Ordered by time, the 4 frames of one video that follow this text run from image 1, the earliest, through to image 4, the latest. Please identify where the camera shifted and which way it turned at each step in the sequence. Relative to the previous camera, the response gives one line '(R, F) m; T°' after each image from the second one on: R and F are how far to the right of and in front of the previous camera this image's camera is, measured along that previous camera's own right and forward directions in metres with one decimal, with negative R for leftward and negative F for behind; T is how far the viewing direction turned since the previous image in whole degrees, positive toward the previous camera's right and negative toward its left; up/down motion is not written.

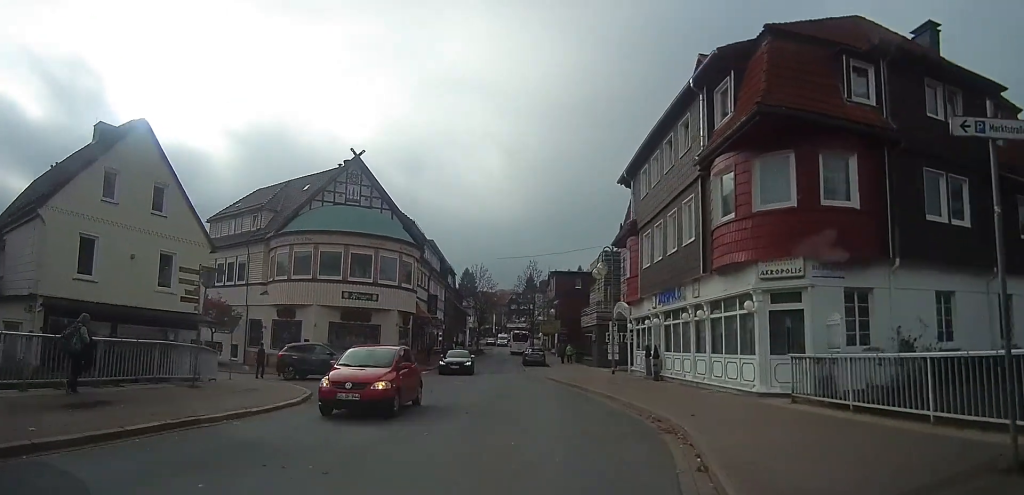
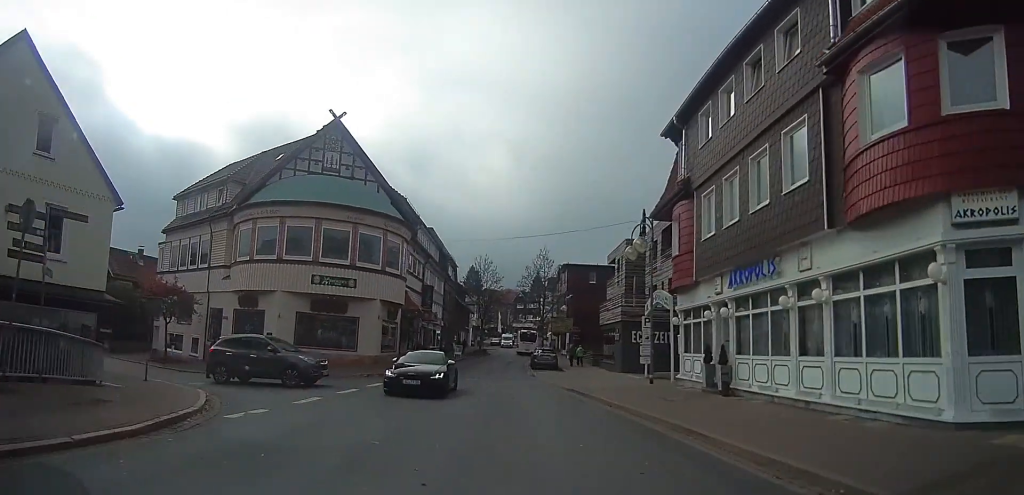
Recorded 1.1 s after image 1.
(-1.4, +6.2) m; -6°
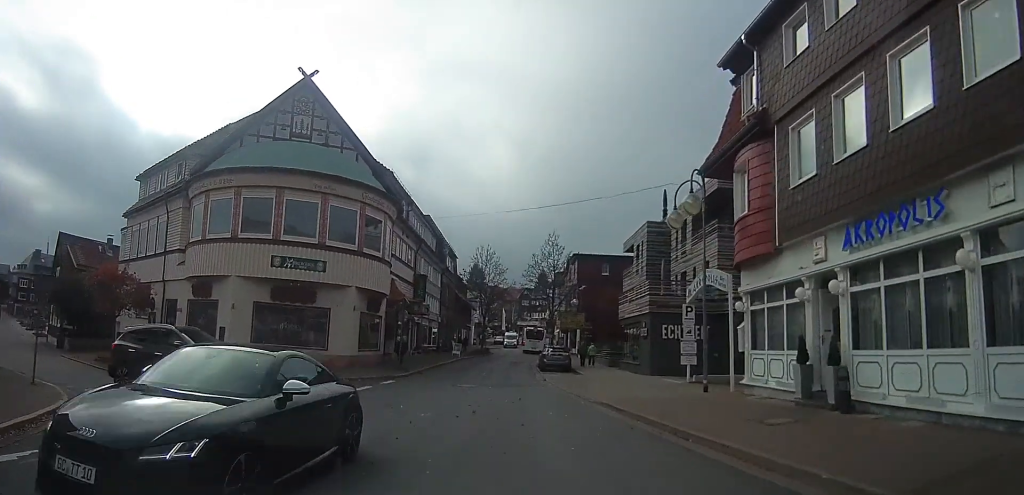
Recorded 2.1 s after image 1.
(+0.9, +5.1) m; 0°
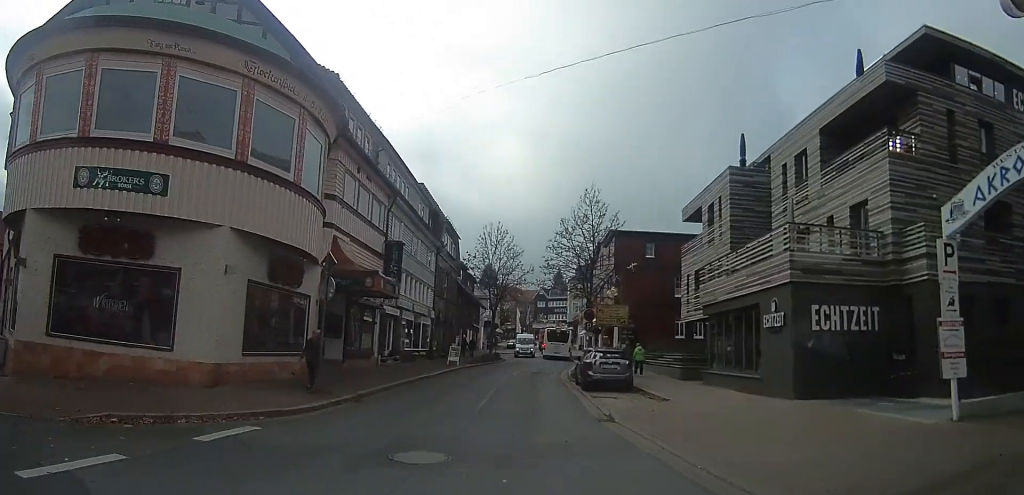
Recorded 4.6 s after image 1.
(+1.0, +12.0) m; +10°
